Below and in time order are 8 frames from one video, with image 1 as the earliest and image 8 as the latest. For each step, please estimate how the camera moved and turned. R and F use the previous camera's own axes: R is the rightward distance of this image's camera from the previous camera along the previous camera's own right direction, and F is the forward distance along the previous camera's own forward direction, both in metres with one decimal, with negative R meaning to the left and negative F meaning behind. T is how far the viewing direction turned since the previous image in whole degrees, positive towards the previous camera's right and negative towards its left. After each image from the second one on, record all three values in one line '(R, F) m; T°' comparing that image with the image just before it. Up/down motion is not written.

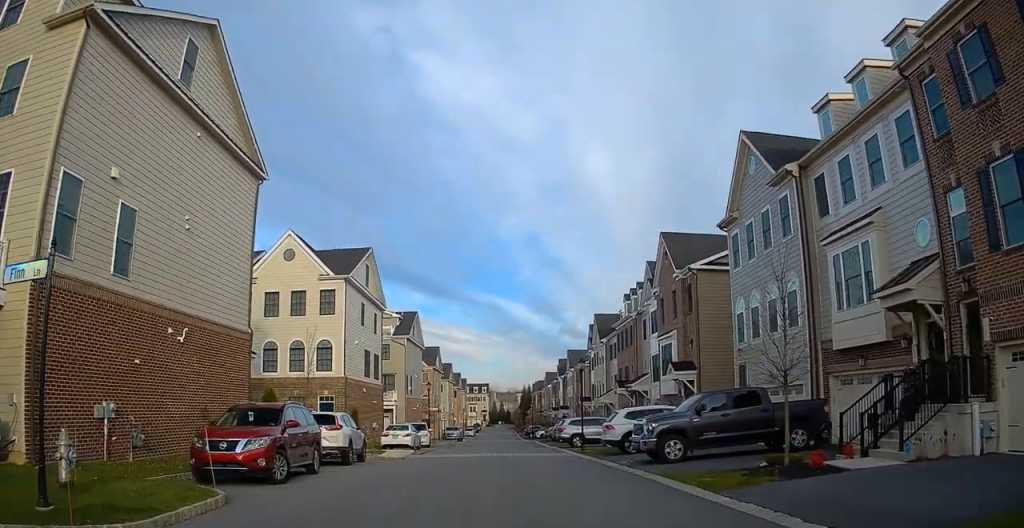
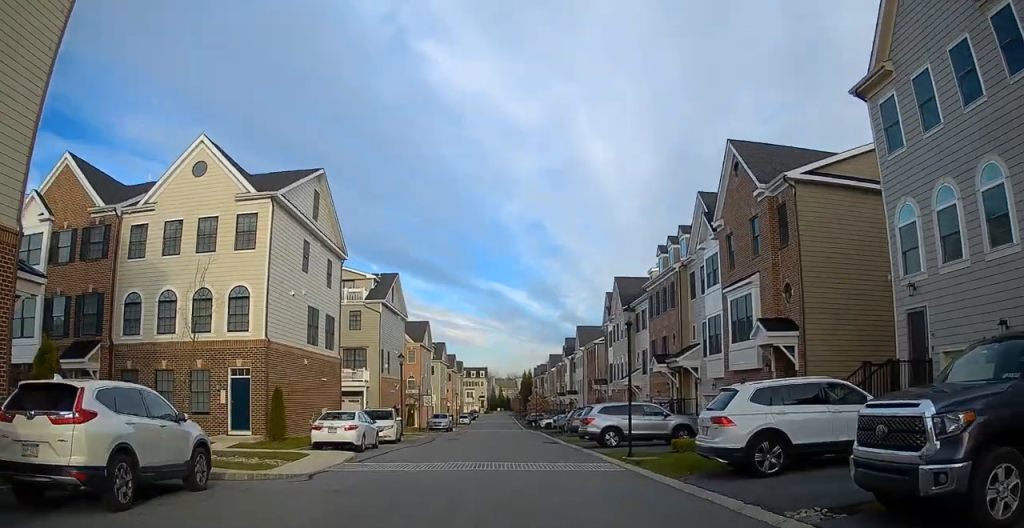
(-0.8, +12.0) m; -3°
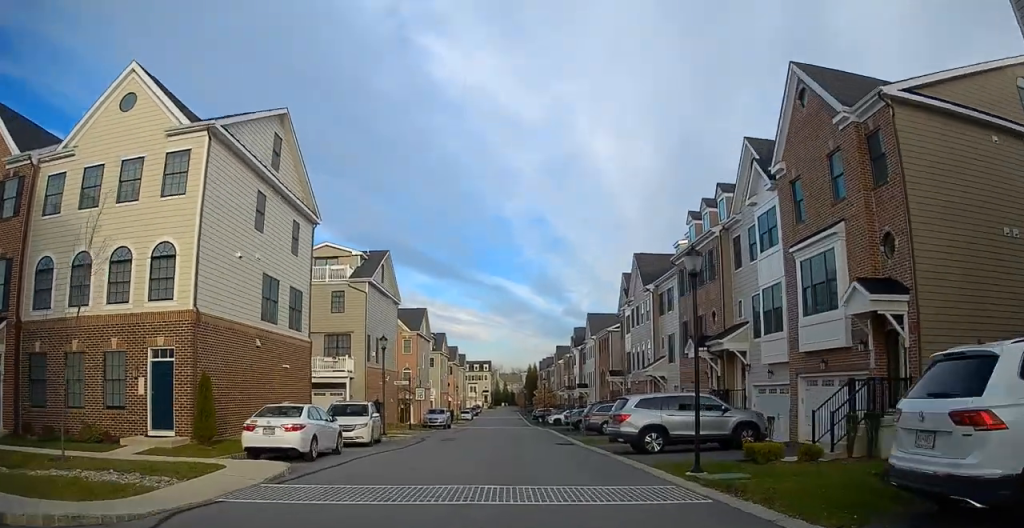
(+0.2, +6.5) m; +2°
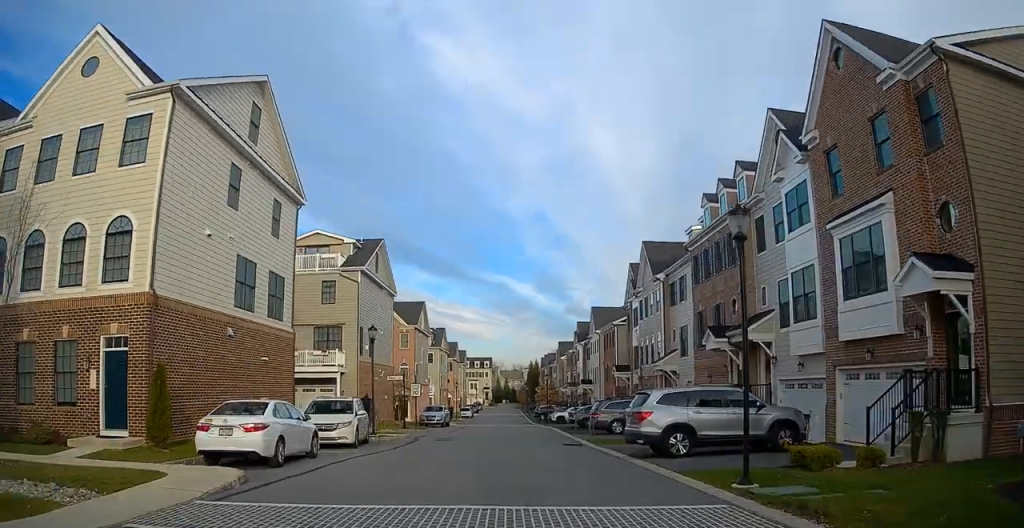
(0.0, +2.8) m; 0°
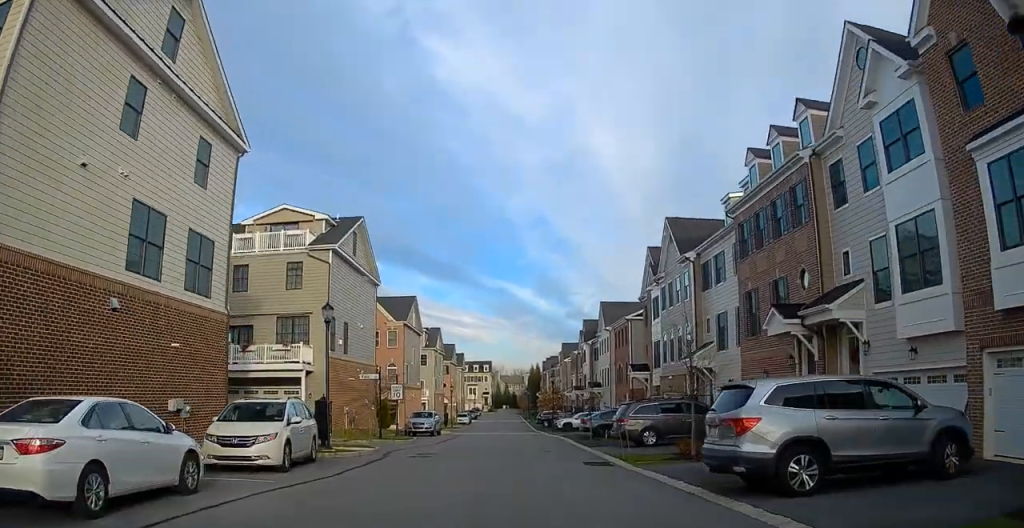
(0.0, +7.4) m; -1°
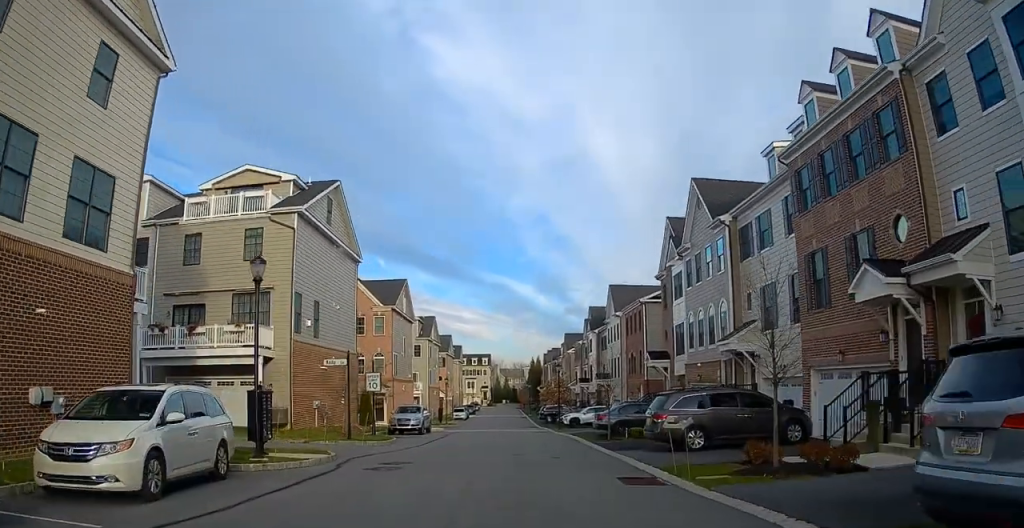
(-0.1, +6.3) m; -2°
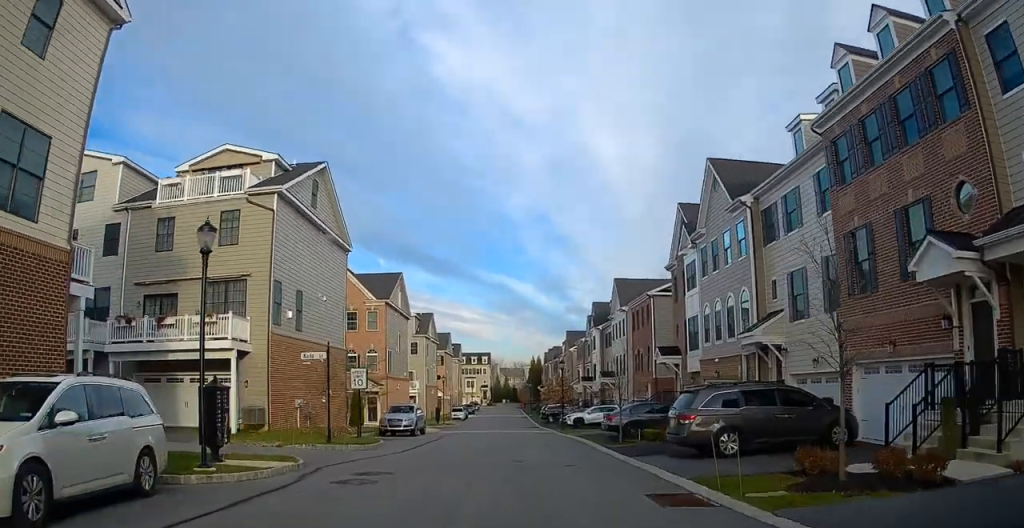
(-0.1, +2.9) m; 0°
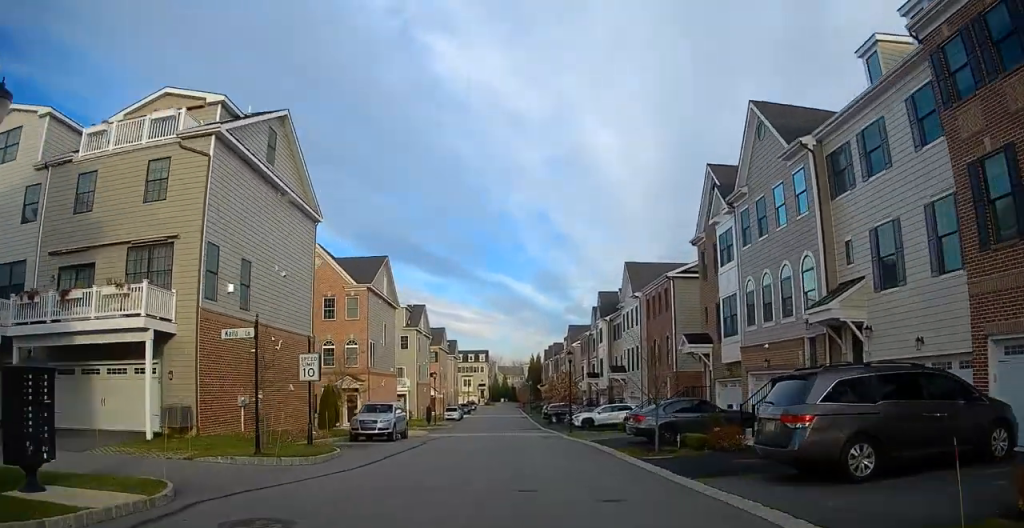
(+0.1, +6.3) m; +1°
